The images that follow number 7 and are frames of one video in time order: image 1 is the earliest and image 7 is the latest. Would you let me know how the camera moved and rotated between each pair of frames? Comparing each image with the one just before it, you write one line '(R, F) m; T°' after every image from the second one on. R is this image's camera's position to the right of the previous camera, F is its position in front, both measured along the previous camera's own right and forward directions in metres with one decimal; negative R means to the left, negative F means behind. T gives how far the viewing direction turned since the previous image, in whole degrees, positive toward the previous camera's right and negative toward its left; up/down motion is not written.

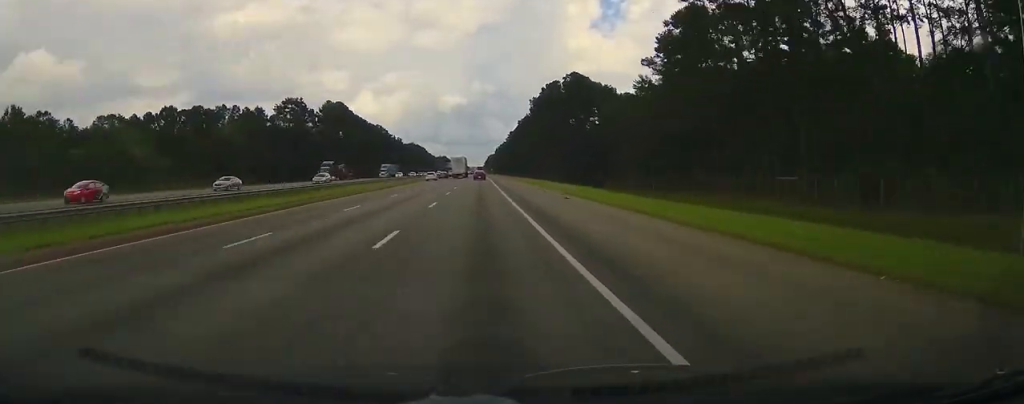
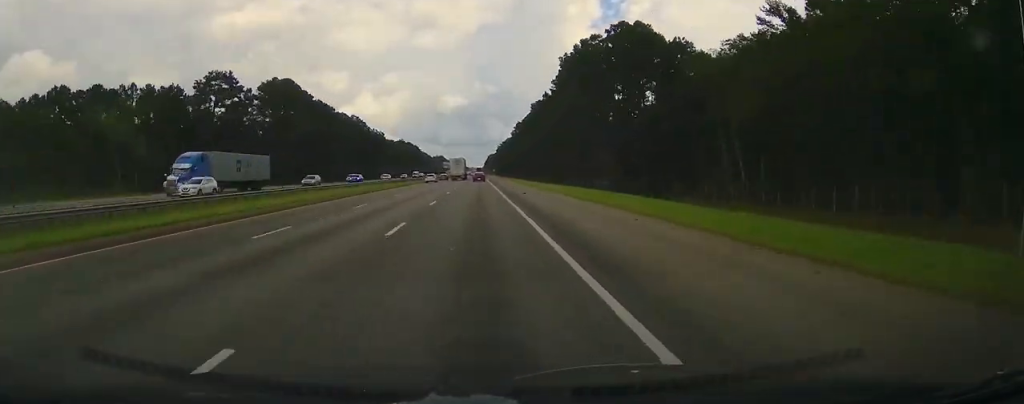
(-0.1, +59.7) m; 0°
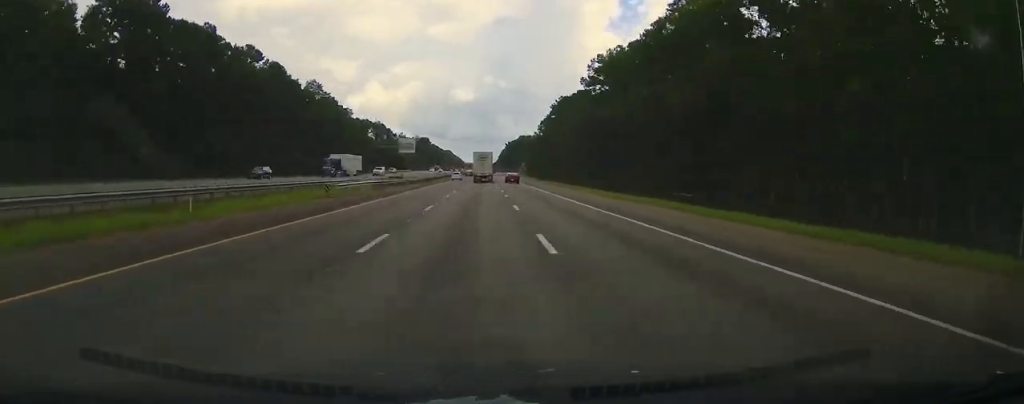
(-2.1, +336.7) m; 0°
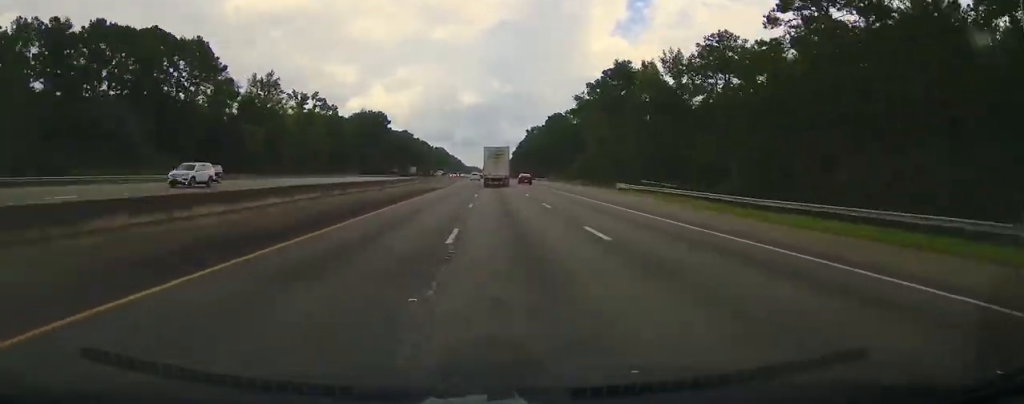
(-0.4, +206.1) m; 0°
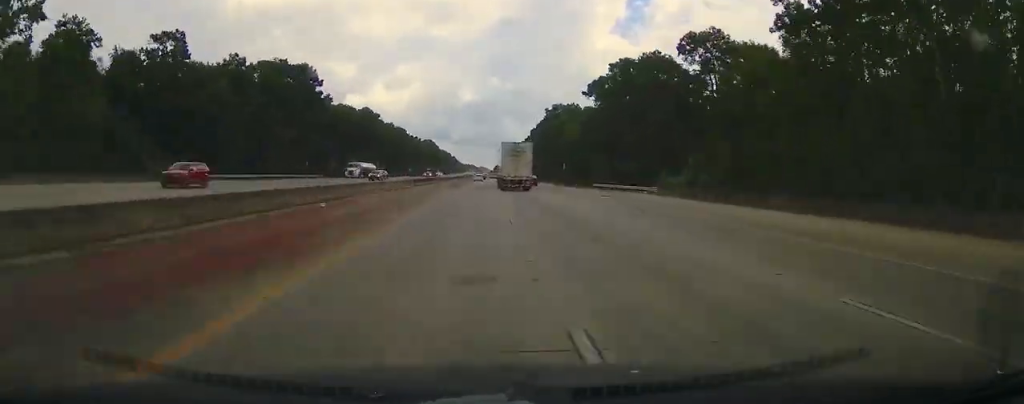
(-0.2, +98.4) m; 0°
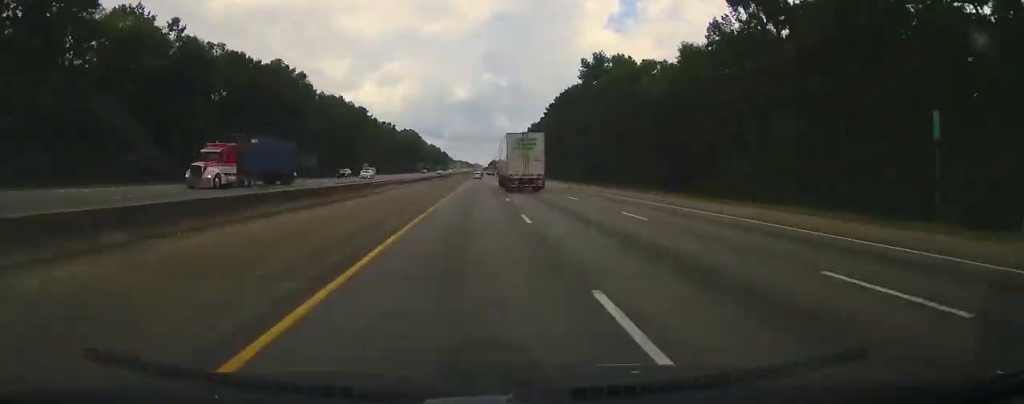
(+0.6, +85.2) m; +1°
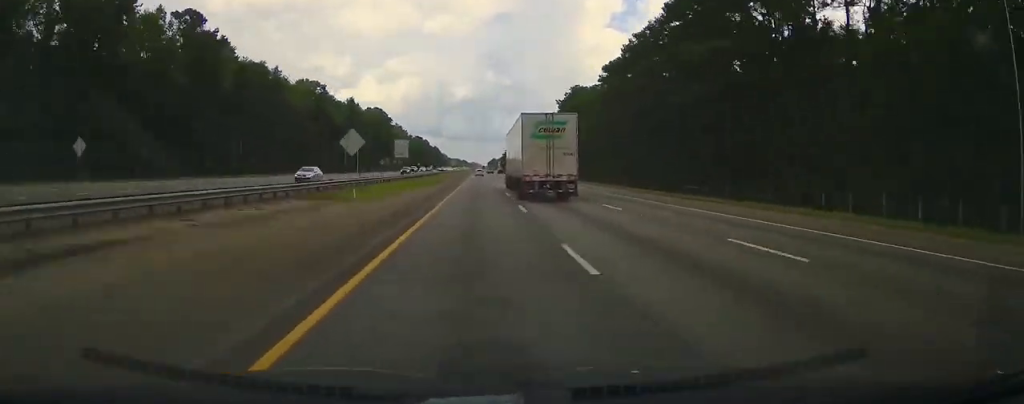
(+0.7, +126.0) m; 0°
